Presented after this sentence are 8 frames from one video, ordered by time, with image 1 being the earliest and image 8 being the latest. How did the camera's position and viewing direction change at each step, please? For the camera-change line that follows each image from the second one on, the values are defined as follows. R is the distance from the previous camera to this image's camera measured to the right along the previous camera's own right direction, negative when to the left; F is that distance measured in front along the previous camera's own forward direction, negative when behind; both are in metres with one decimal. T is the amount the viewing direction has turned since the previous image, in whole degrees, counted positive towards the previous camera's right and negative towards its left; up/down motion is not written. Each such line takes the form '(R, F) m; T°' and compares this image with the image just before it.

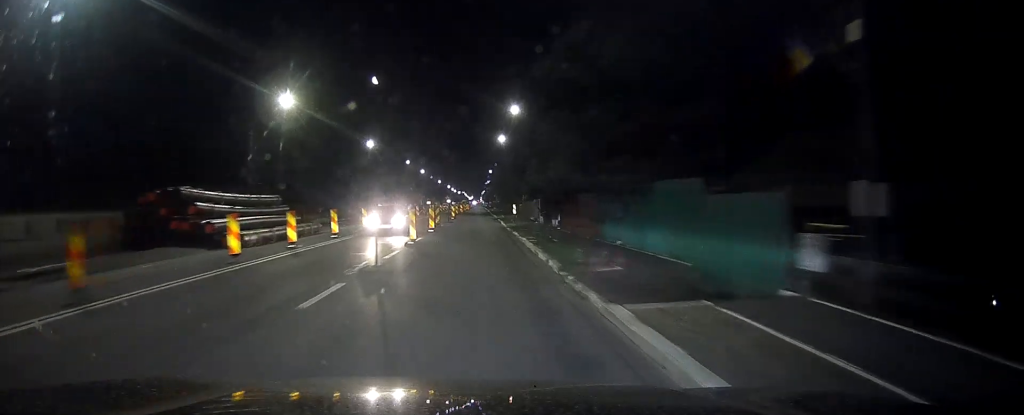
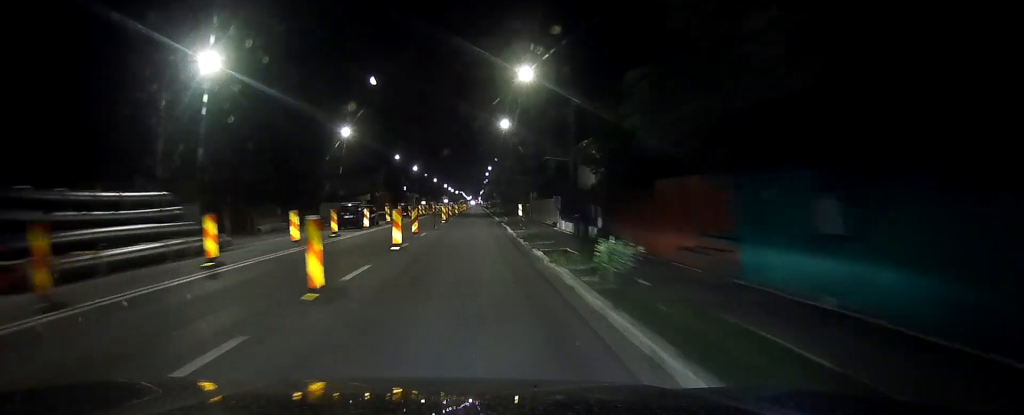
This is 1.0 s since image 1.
(-0.1, +14.5) m; 0°
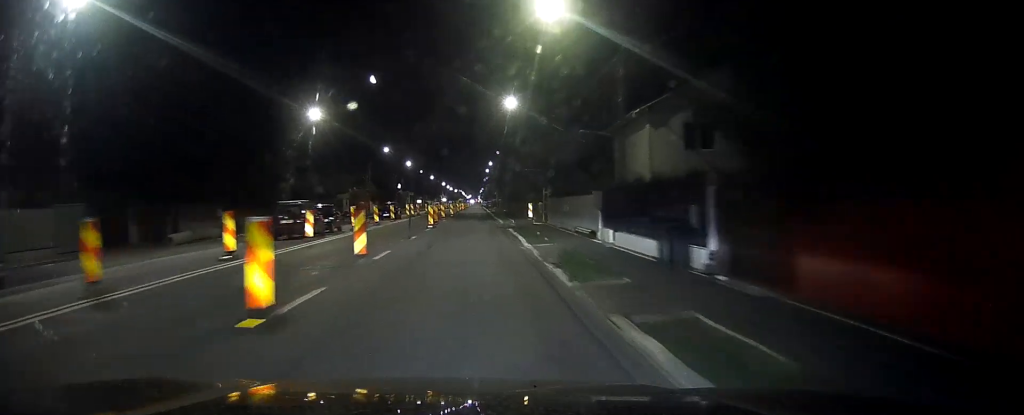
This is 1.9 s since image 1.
(+0.1, +13.4) m; 0°
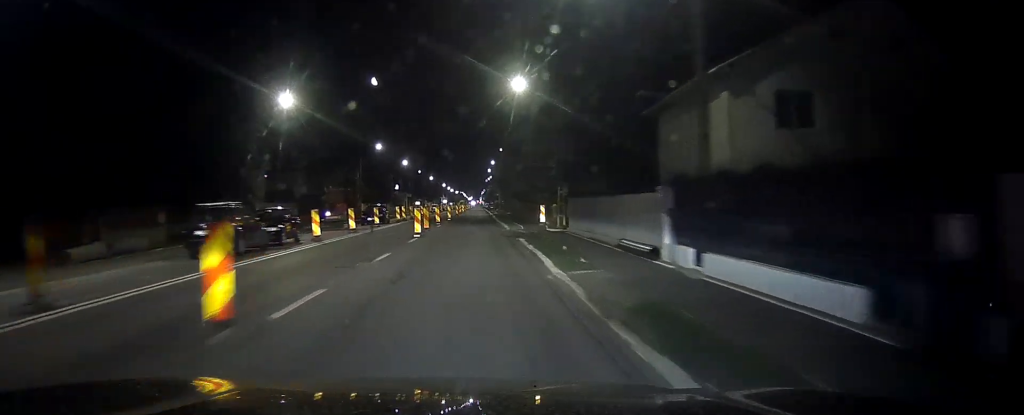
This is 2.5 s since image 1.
(0.0, +9.0) m; 0°
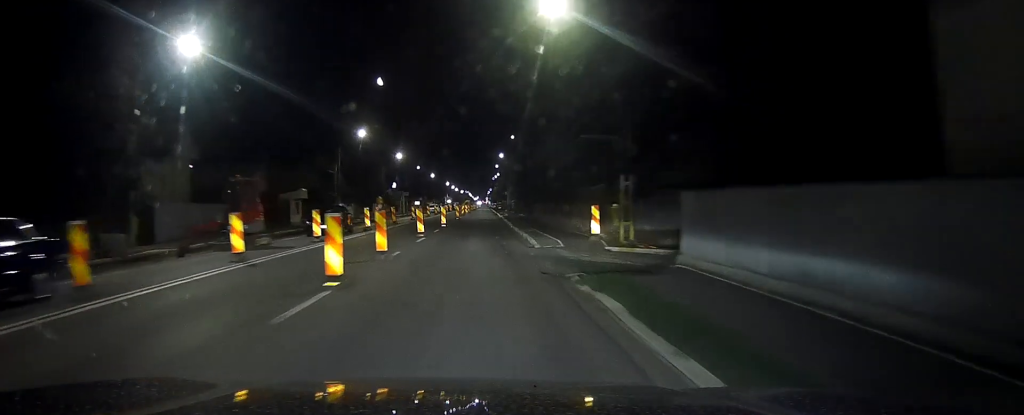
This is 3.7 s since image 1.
(-0.1, +18.1) m; 0°
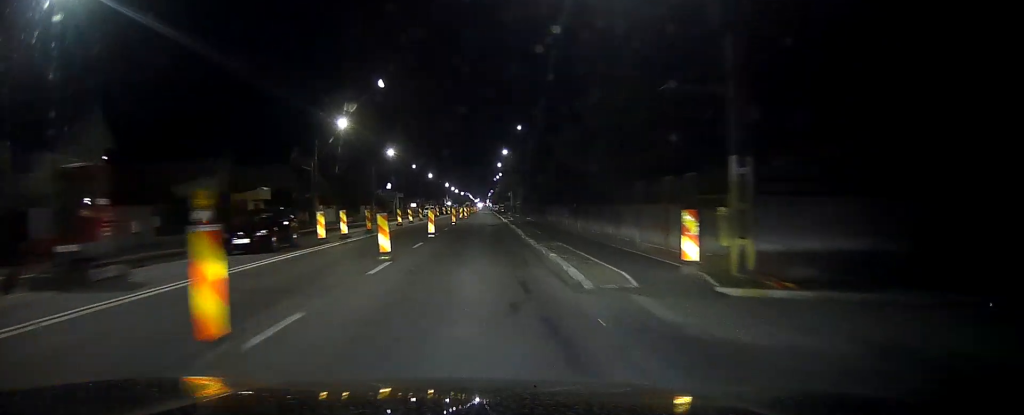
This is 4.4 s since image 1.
(0.0, +11.5) m; 0°
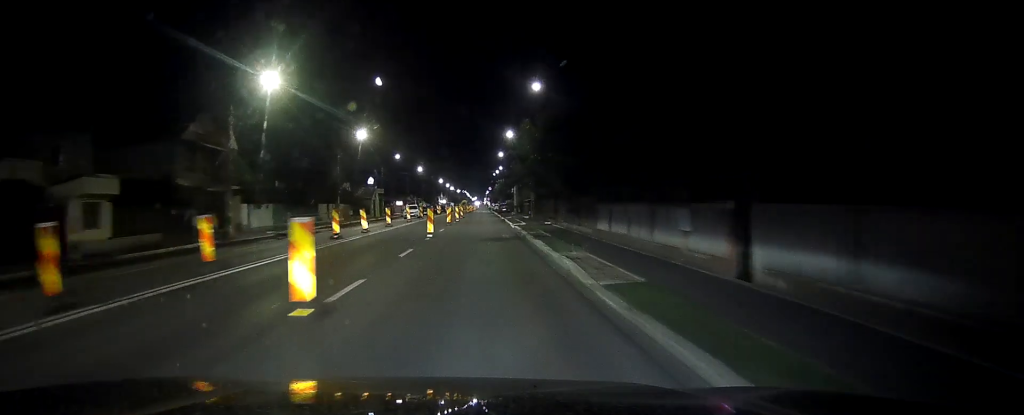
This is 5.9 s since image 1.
(-0.1, +22.5) m; 0°
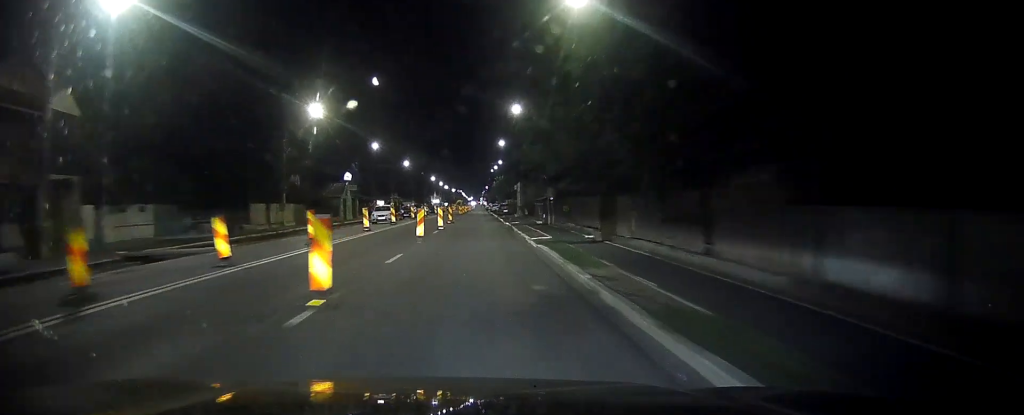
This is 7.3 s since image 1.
(+0.2, +20.1) m; +1°
